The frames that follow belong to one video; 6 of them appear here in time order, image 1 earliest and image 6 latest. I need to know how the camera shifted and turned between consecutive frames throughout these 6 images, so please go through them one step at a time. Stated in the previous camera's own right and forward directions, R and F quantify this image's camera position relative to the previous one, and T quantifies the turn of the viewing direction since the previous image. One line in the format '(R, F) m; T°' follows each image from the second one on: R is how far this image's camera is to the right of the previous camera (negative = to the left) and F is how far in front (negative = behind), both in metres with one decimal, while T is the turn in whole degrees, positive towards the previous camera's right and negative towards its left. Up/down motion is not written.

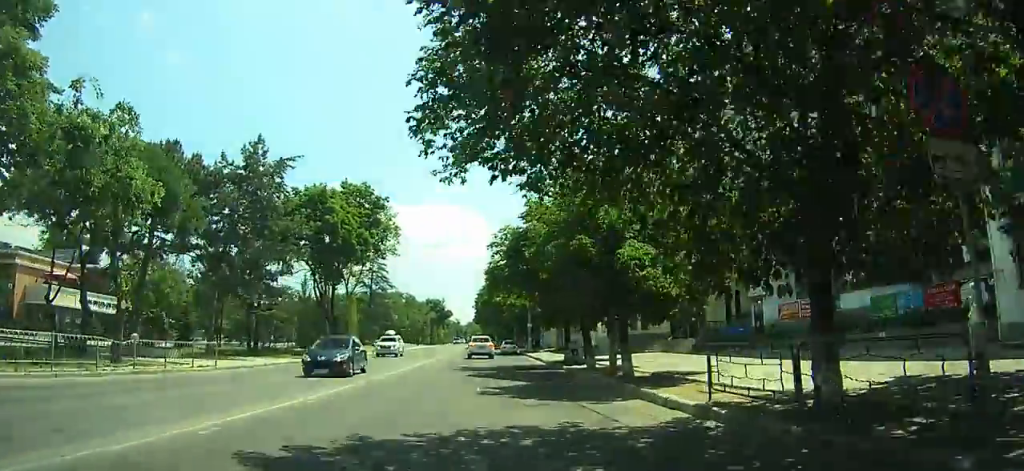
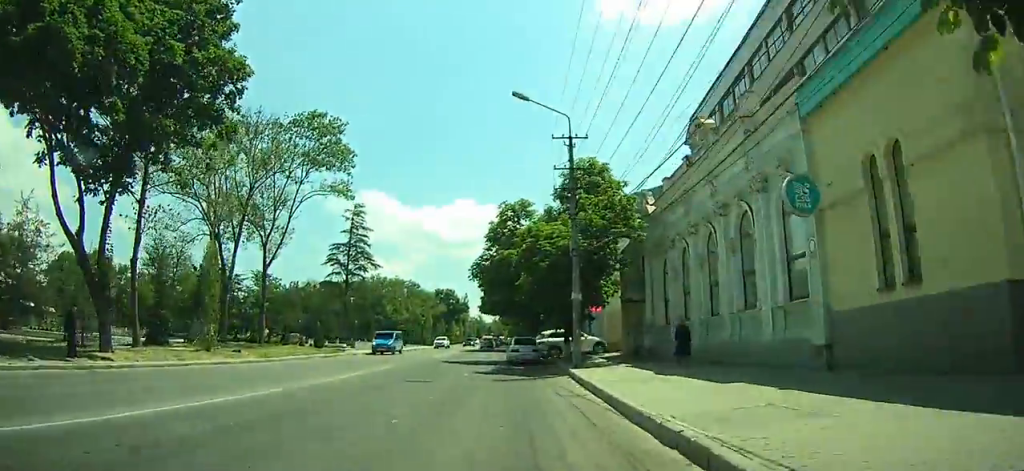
(+0.1, +30.9) m; -2°
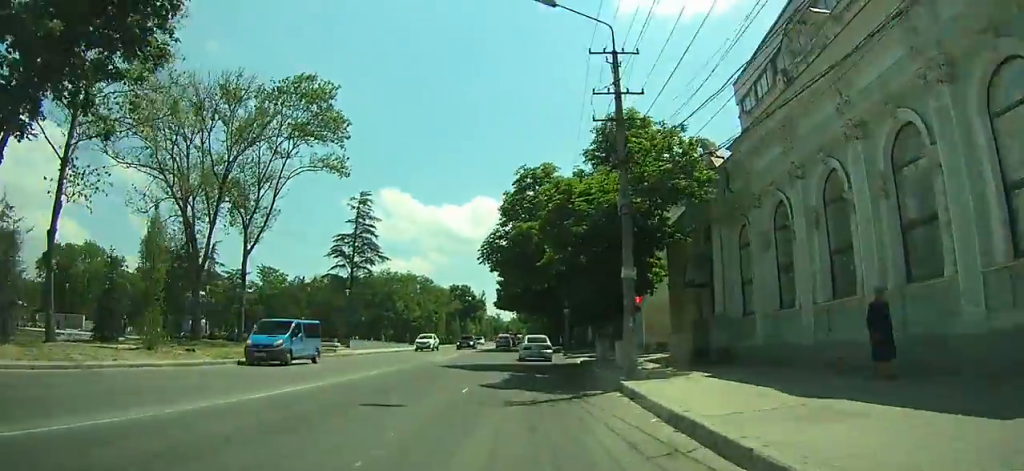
(-0.1, +8.0) m; -1°
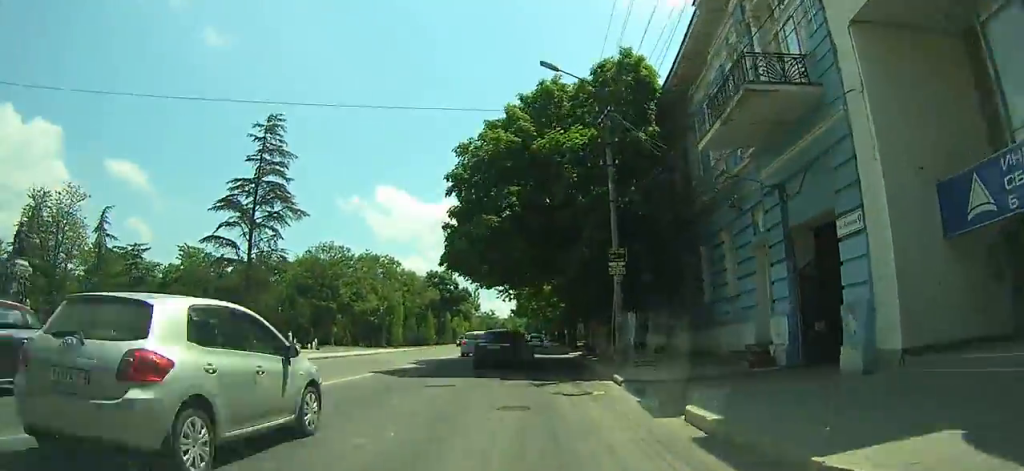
(-1.3, +31.3) m; -4°
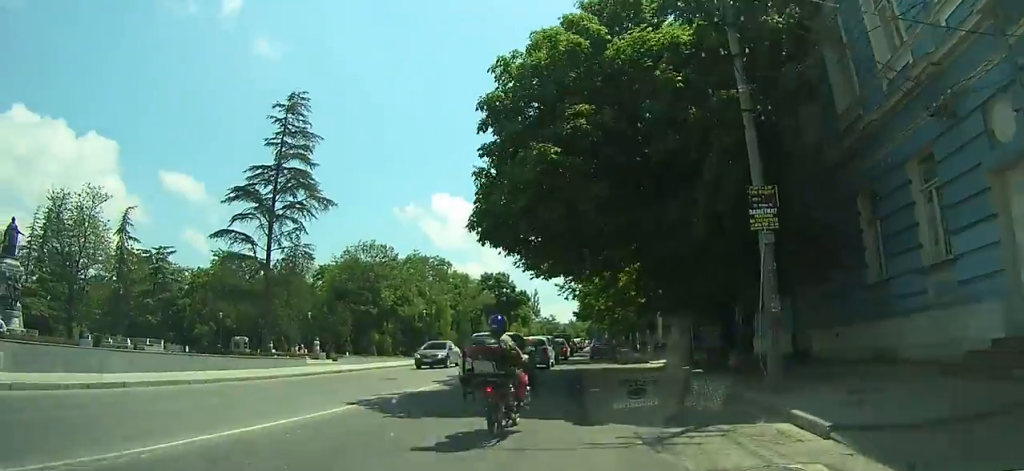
(-0.2, +9.2) m; -2°
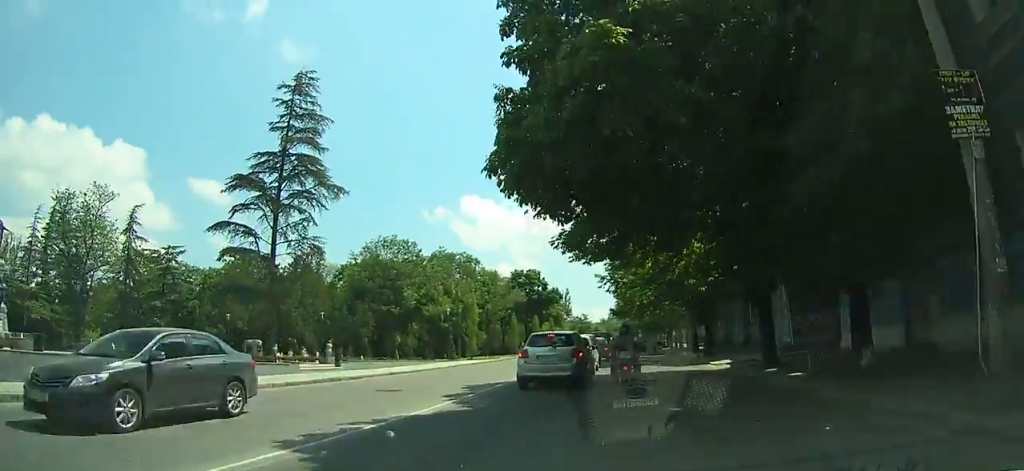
(0.0, +3.8) m; +1°
